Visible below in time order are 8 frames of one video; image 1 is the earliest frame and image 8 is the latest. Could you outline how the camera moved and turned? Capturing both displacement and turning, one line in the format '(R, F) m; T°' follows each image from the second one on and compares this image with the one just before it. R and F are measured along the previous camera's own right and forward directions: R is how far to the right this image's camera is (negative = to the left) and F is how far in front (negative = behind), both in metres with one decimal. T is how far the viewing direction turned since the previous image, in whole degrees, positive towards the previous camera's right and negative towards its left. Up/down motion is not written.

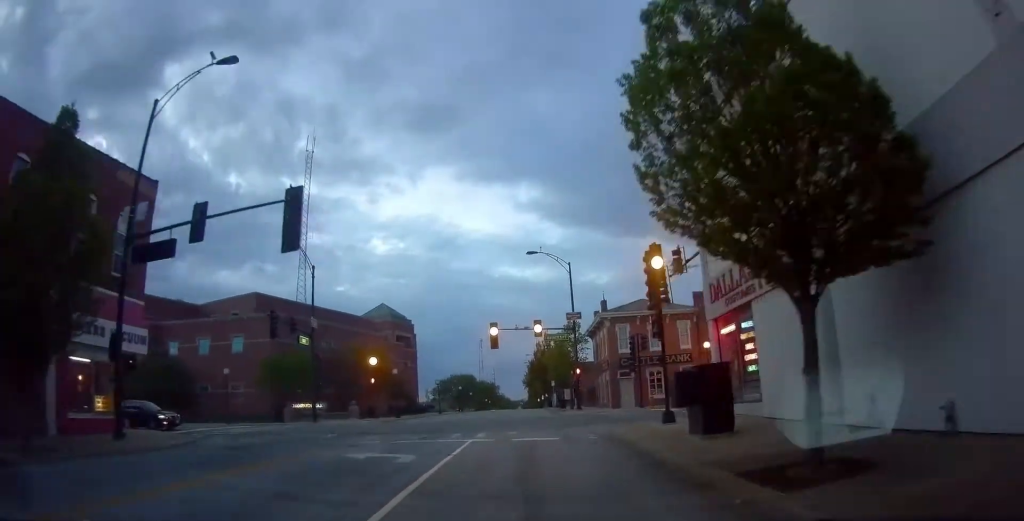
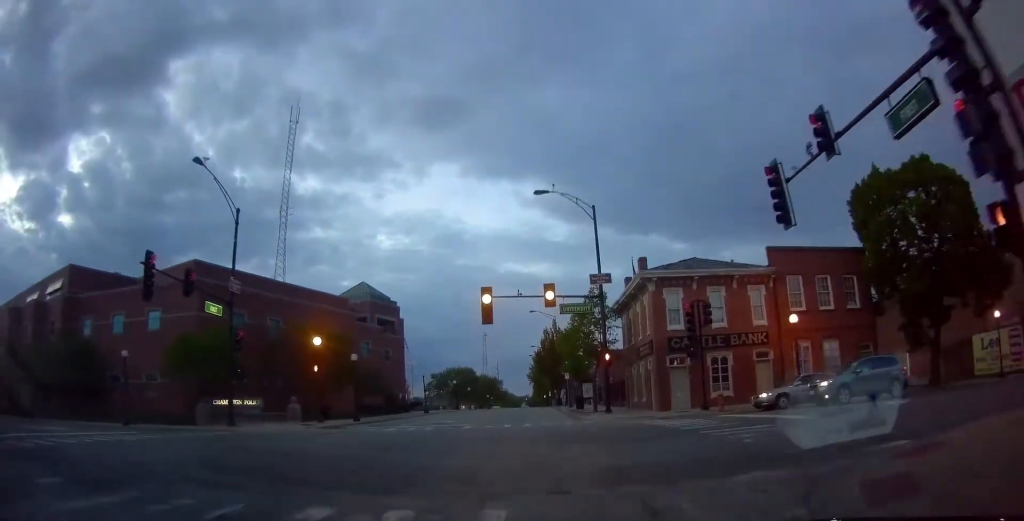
(0.0, +14.2) m; -2°
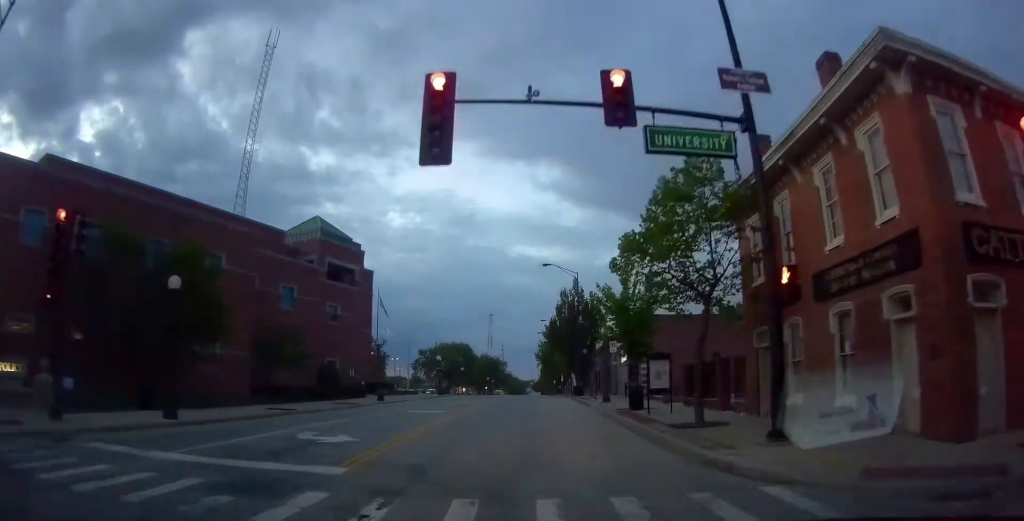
(-0.9, +21.3) m; -1°
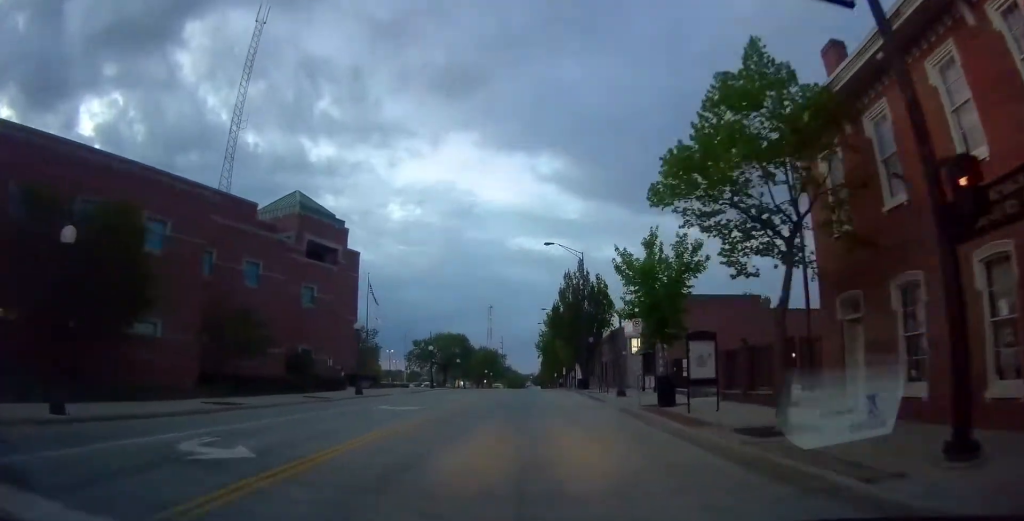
(+0.3, +5.7) m; +1°
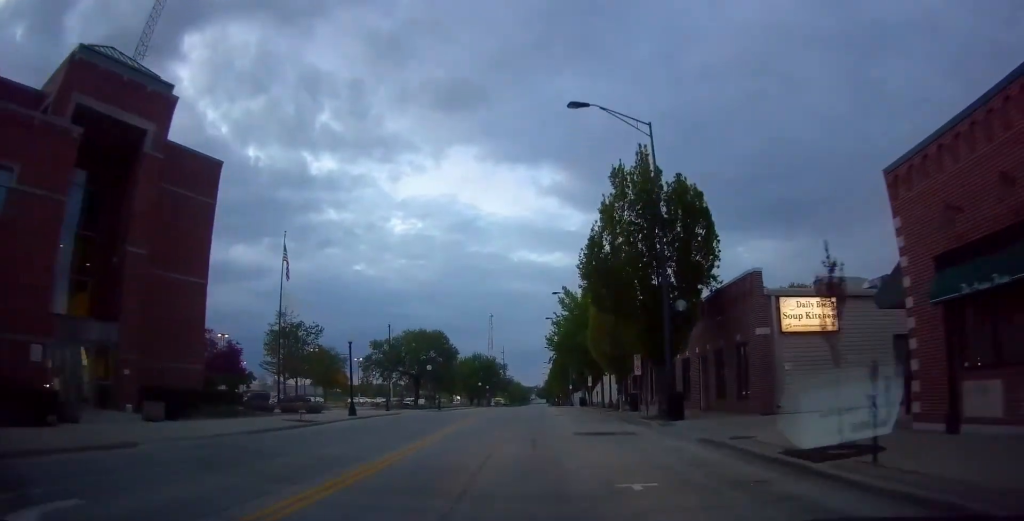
(+0.5, +28.5) m; 0°
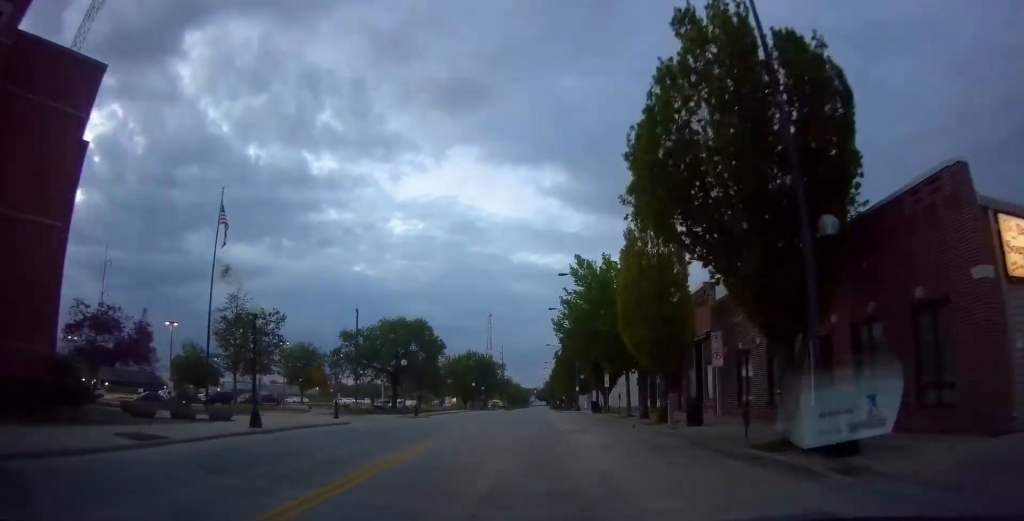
(-0.1, +11.6) m; +1°
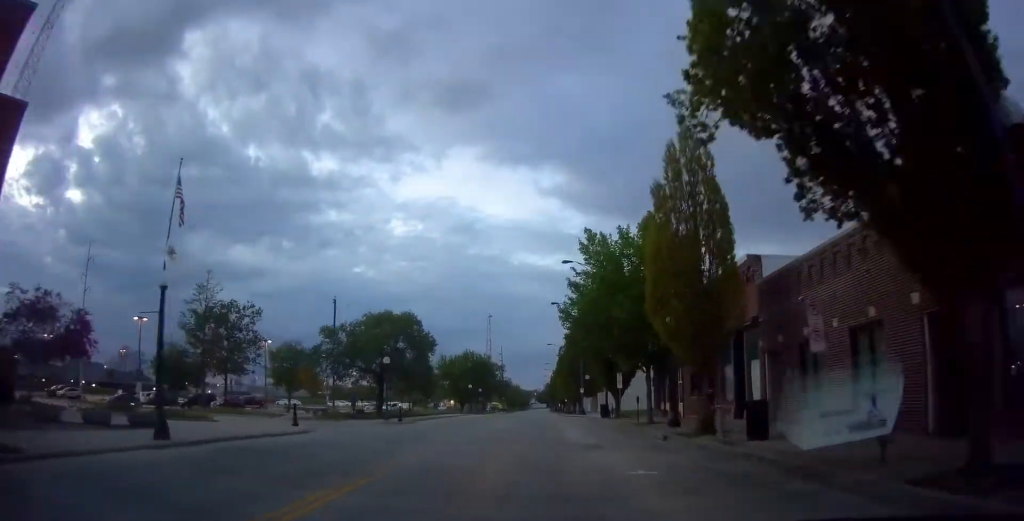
(+0.1, +6.0) m; +1°
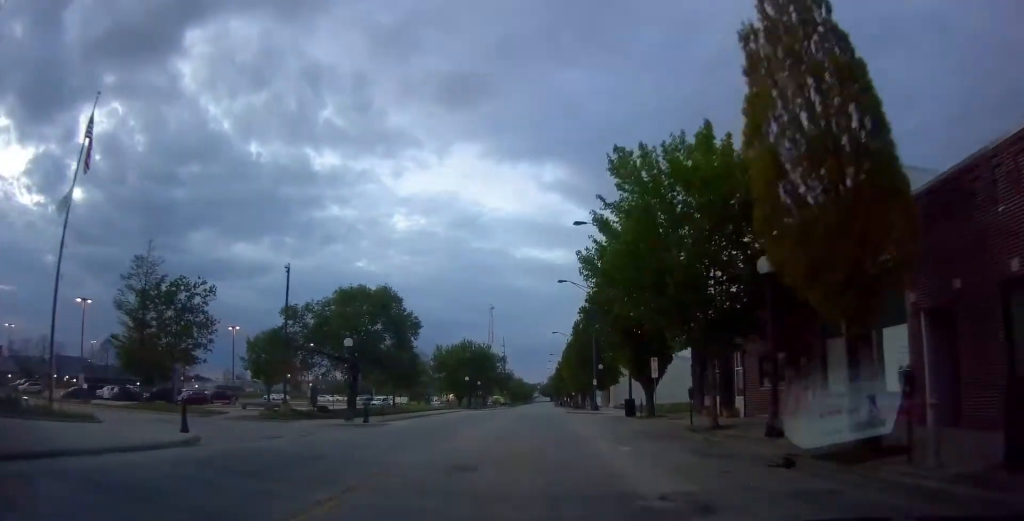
(+0.1, +8.9) m; 0°
